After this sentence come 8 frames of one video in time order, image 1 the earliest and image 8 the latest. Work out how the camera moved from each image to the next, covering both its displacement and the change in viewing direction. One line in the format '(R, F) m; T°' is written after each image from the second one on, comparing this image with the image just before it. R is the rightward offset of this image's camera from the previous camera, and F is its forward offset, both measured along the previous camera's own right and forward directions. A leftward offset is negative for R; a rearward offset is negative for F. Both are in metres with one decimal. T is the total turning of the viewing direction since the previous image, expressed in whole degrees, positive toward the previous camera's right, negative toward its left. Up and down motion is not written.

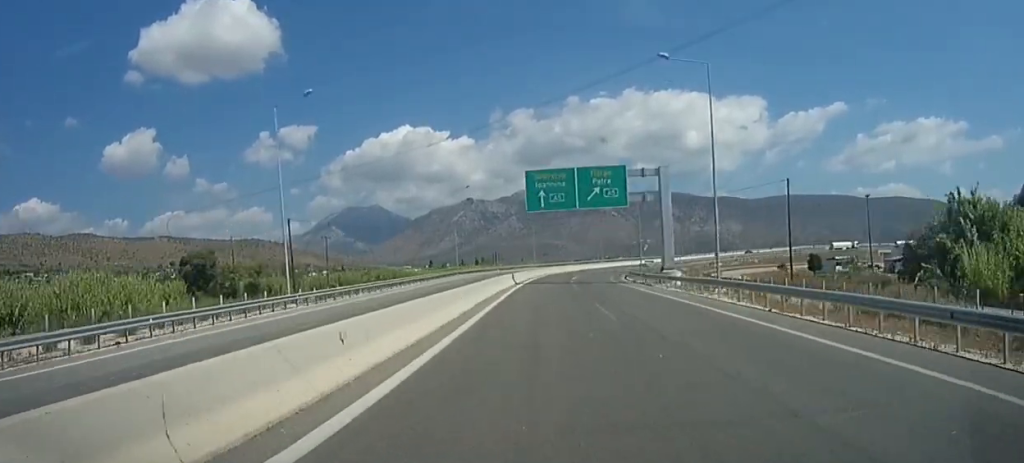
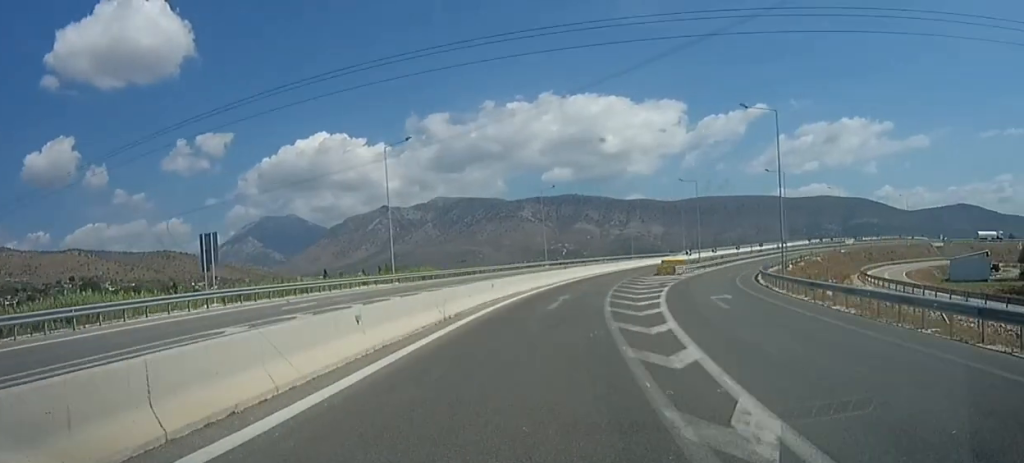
(+5.7, +71.5) m; +15°
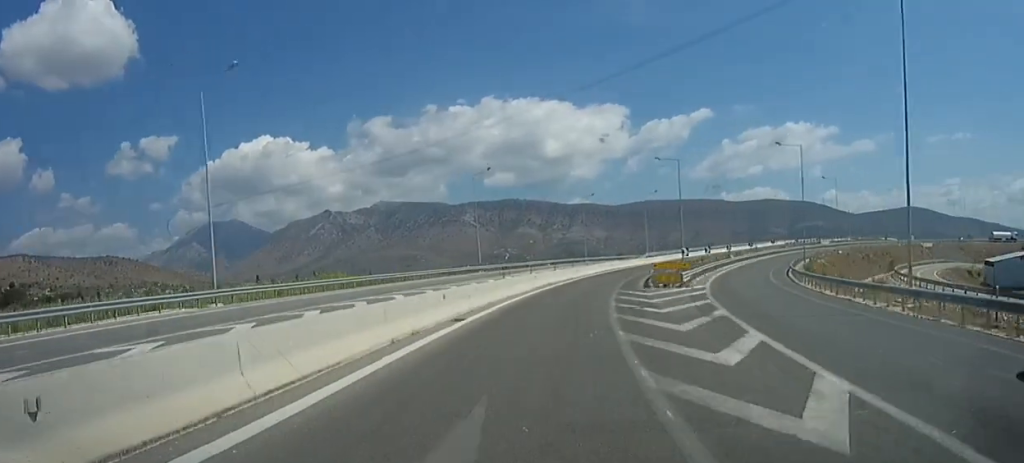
(+2.5, +19.9) m; +6°
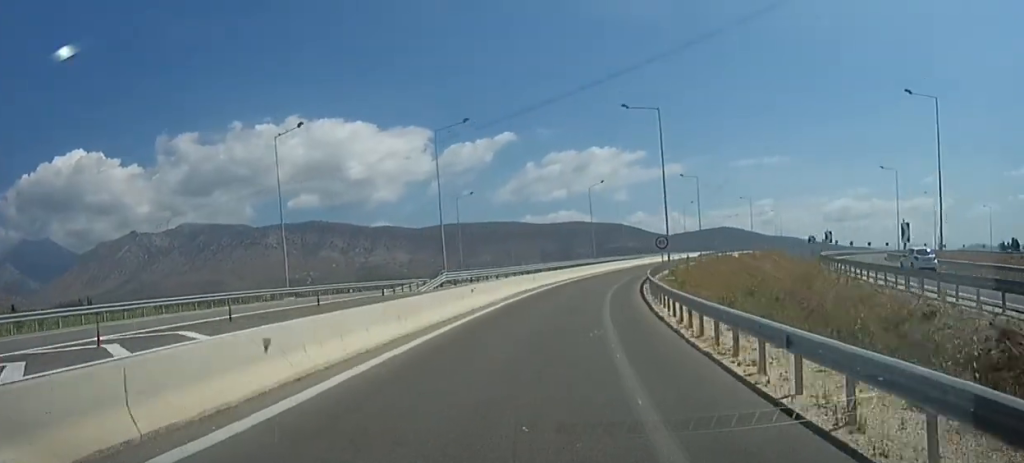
(+2.9, +64.1) m; +11°
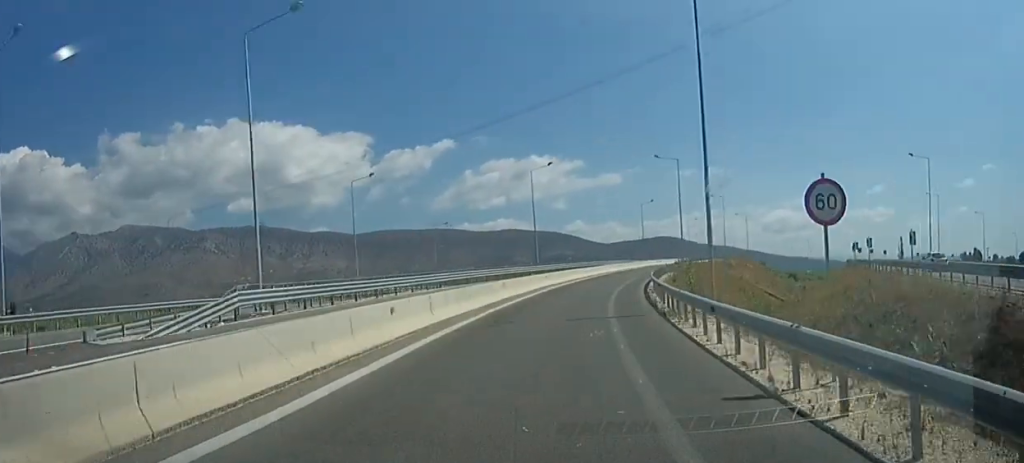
(-0.7, +19.8) m; +8°
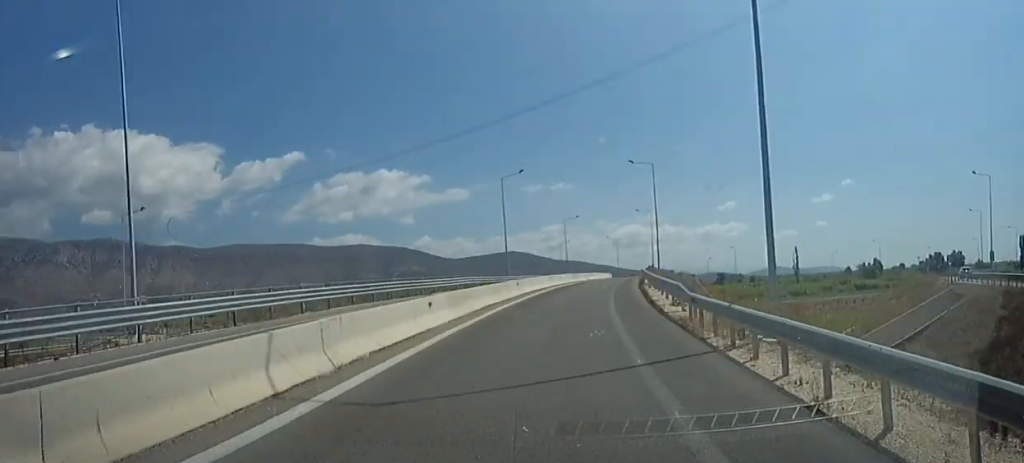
(+13.6, +49.1) m; +22°
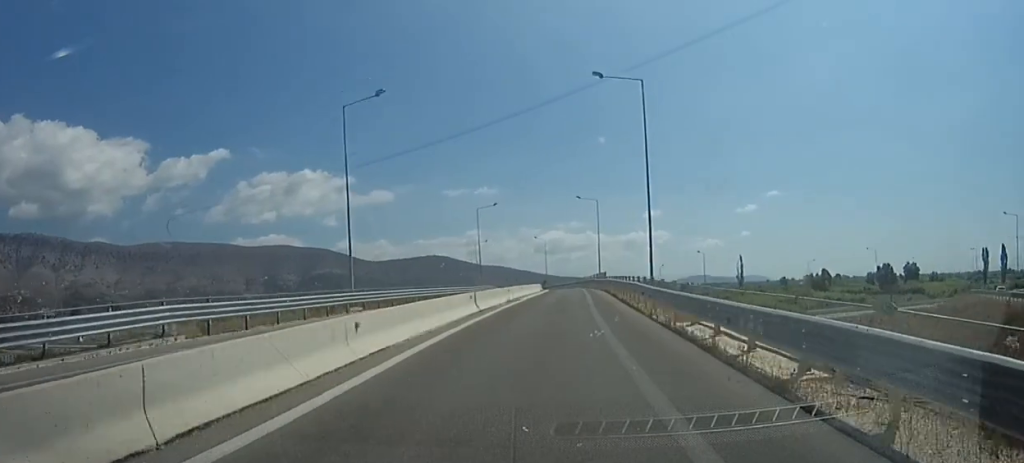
(+2.6, +33.2) m; +5°
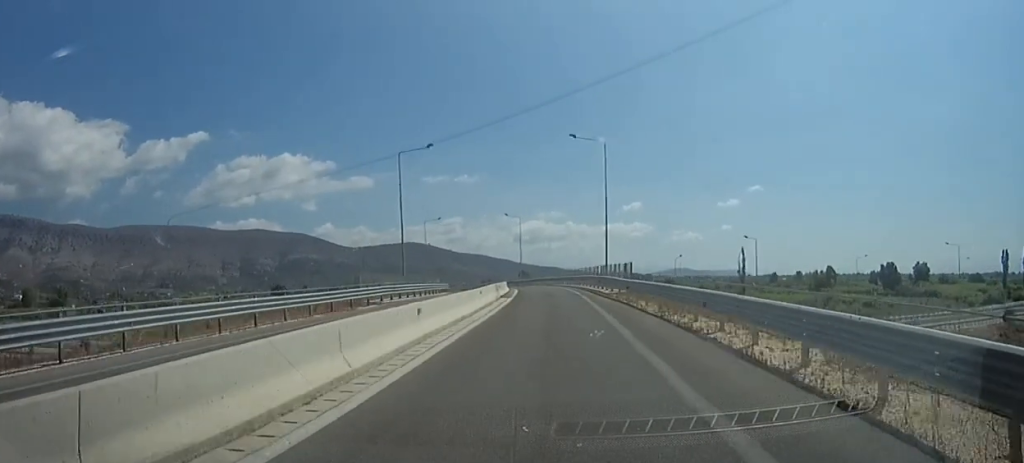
(+0.2, +35.3) m; 0°
